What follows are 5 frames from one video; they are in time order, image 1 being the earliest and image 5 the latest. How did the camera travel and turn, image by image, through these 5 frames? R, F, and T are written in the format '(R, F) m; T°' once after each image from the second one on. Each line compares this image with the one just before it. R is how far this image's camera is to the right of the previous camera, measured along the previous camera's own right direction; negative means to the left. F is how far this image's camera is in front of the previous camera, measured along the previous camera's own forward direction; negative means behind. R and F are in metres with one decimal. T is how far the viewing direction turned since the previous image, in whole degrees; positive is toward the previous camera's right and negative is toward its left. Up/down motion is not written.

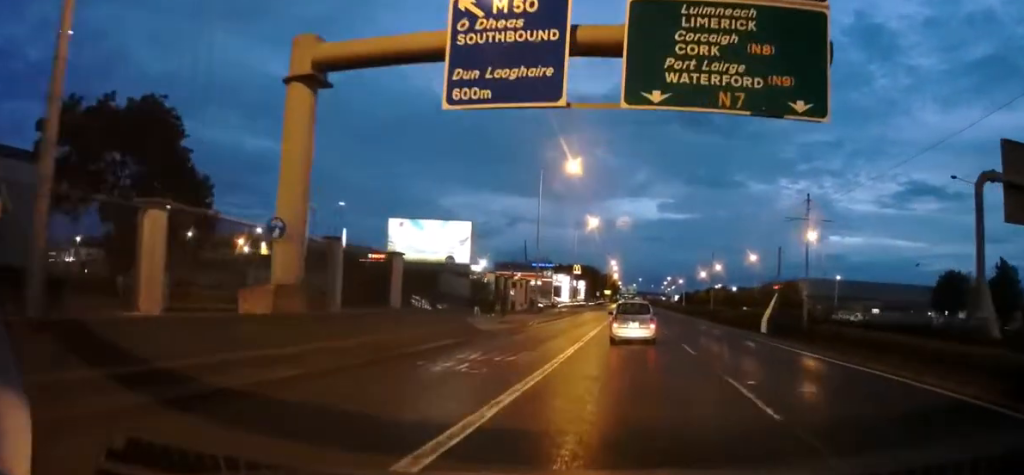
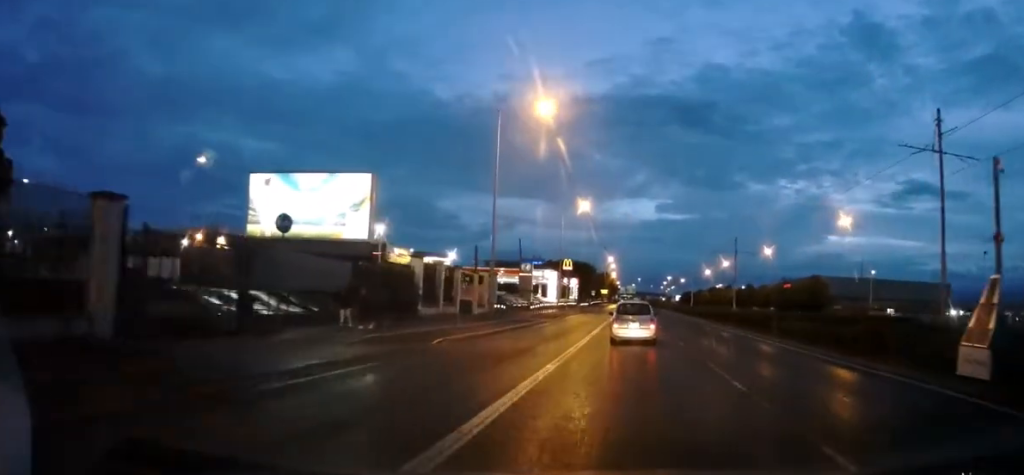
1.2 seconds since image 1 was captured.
(+0.5, +17.8) m; +1°
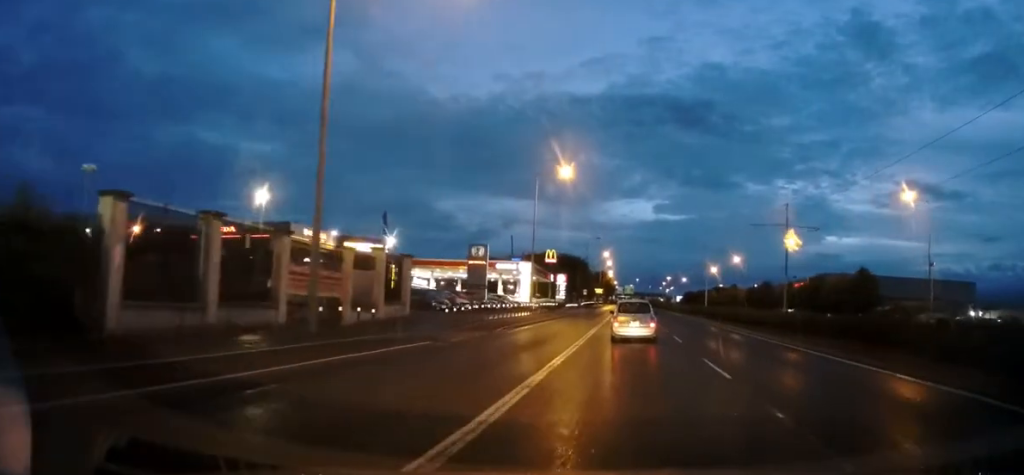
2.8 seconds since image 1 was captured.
(-0.9, +22.2) m; -3°
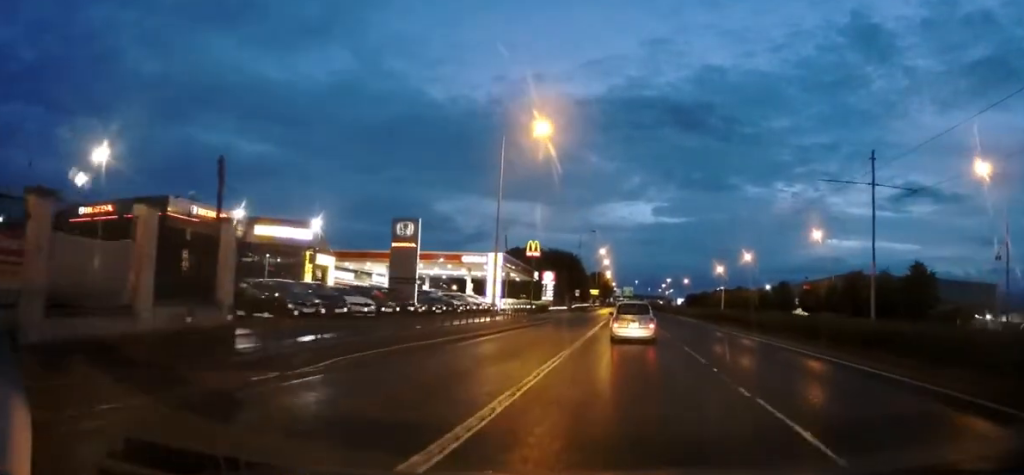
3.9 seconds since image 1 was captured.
(0.0, +16.5) m; +2°
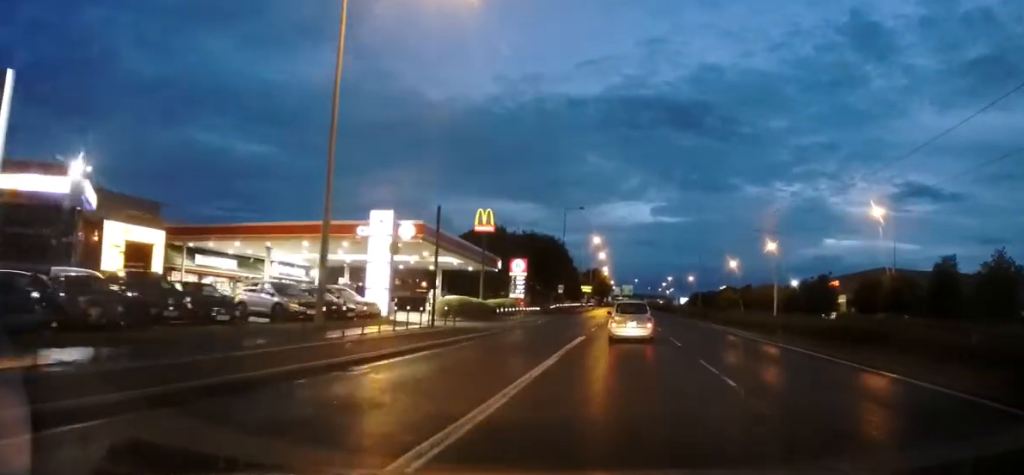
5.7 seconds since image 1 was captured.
(+0.5, +25.7) m; +1°
